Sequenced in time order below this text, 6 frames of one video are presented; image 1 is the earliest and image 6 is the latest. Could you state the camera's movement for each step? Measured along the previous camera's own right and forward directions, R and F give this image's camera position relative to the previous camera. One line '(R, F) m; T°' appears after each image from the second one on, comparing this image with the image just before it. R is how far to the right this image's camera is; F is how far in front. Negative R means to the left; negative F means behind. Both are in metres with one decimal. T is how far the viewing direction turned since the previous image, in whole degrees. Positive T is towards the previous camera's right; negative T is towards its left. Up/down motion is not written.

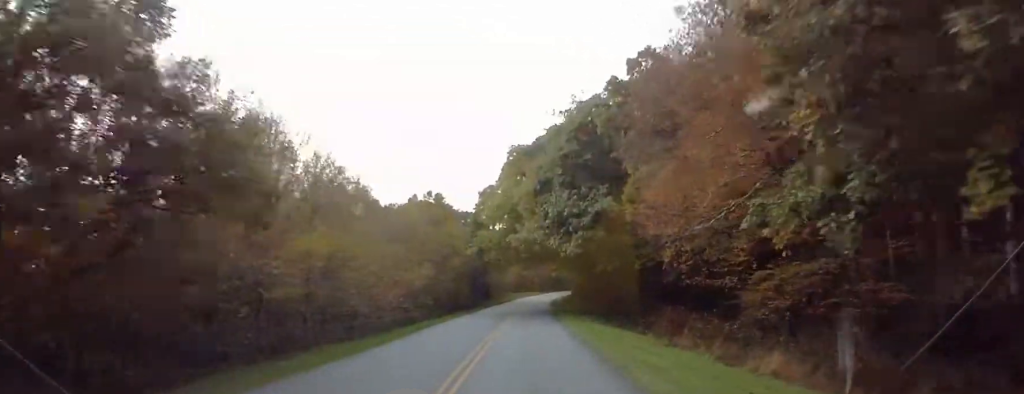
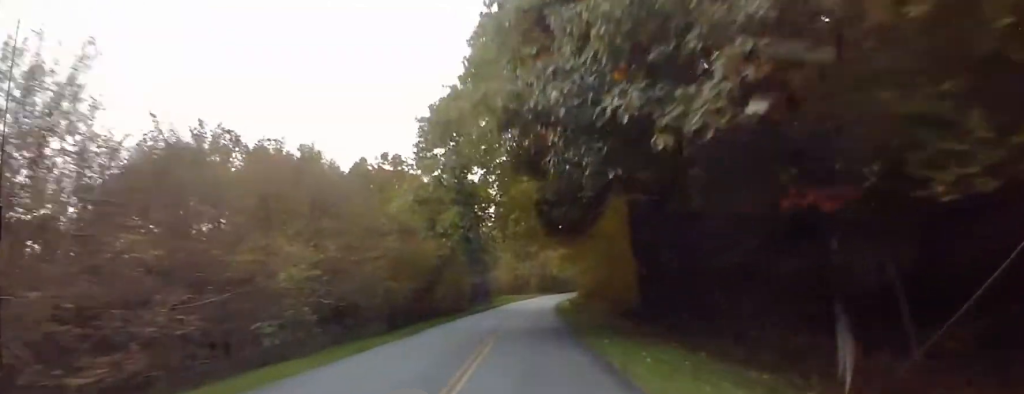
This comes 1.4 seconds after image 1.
(0.0, +28.4) m; 0°
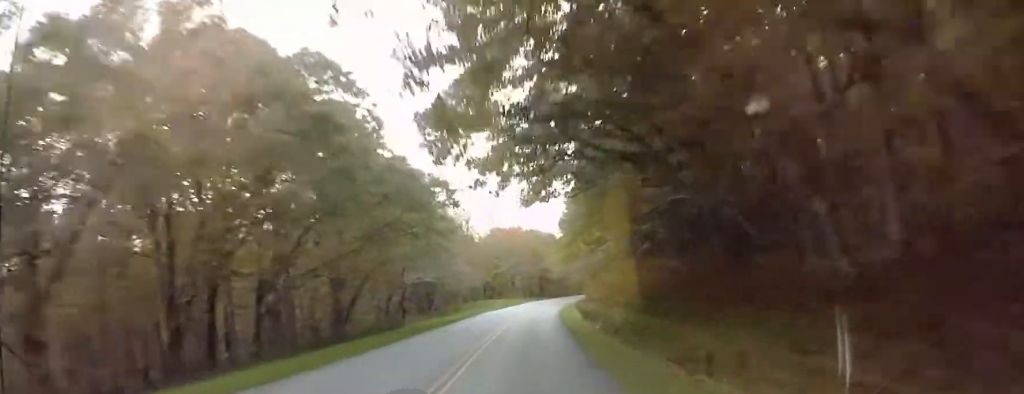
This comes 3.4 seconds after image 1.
(0.0, +41.9) m; 0°
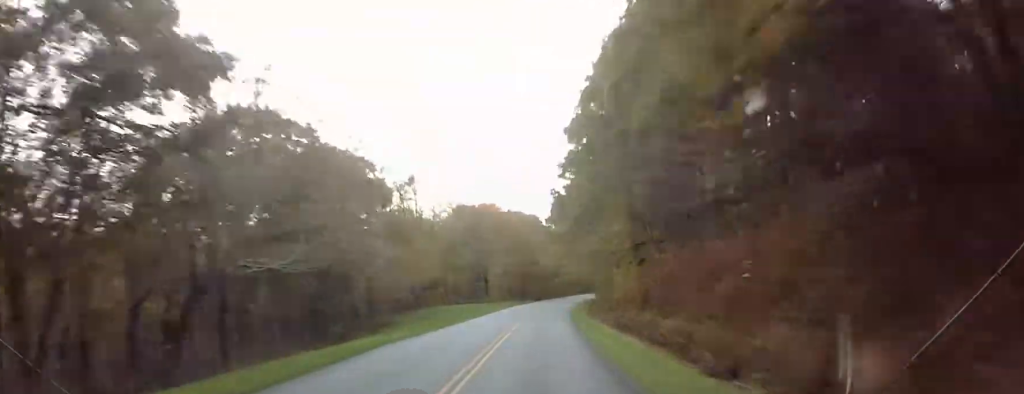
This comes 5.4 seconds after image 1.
(+1.6, +40.5) m; +6°
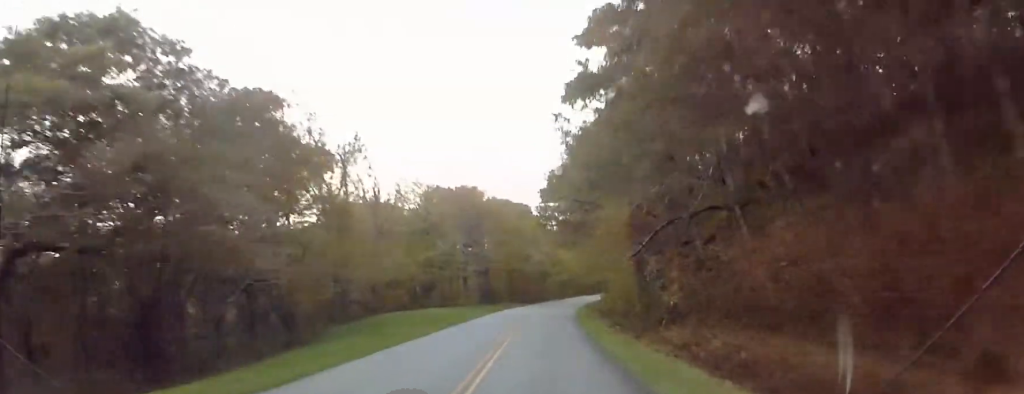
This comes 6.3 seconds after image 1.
(+0.4, +19.3) m; +1°
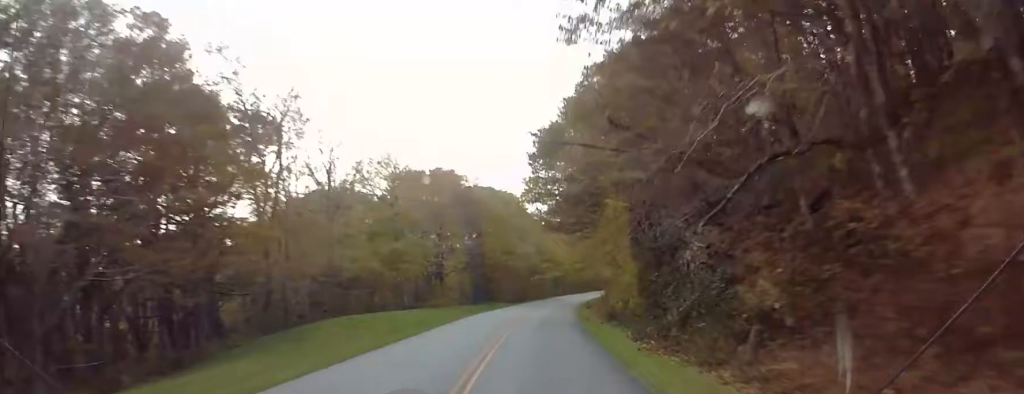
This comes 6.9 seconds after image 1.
(0.0, +11.9) m; 0°
